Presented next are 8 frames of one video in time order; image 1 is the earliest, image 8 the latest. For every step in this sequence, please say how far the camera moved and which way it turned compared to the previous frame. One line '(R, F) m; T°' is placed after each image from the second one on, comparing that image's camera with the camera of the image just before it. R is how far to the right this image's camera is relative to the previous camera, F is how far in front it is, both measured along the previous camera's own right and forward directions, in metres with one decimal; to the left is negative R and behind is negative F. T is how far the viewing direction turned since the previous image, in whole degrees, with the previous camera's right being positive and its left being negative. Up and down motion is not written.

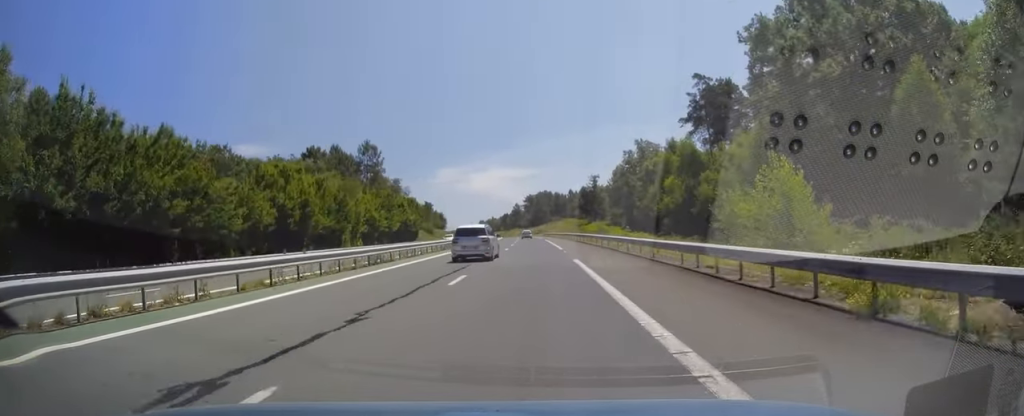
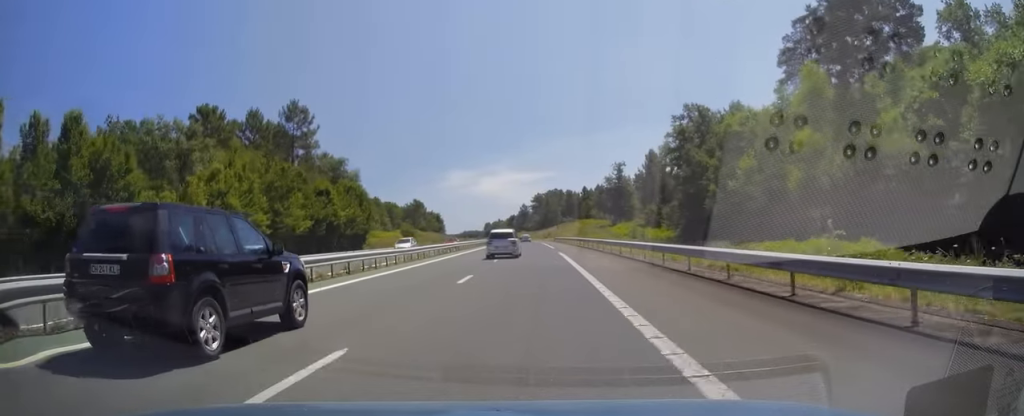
(-0.2, +36.9) m; -1°
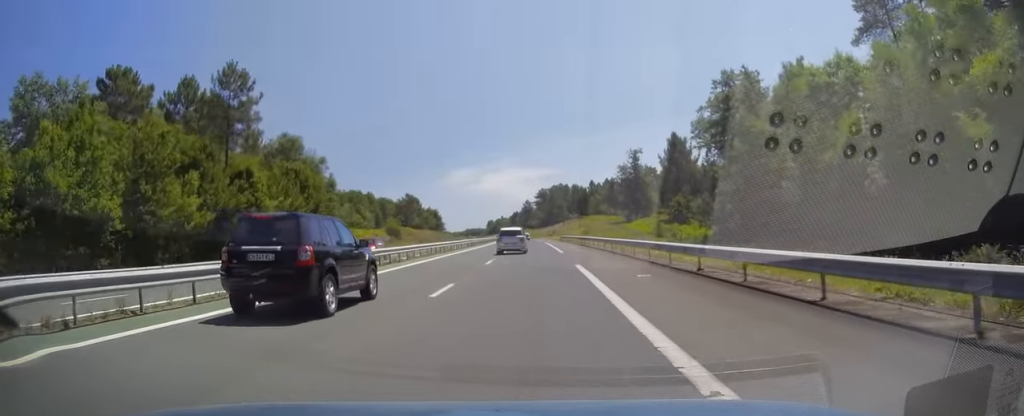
(-0.1, +17.2) m; -1°
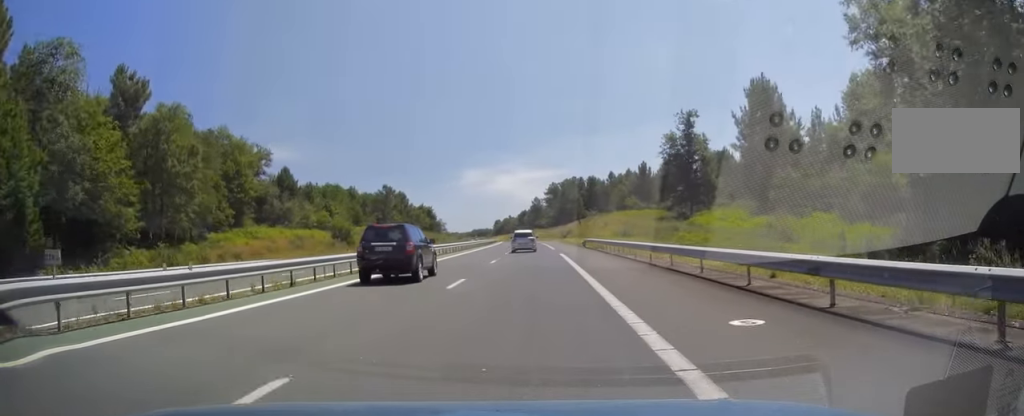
(-0.1, +36.5) m; 0°
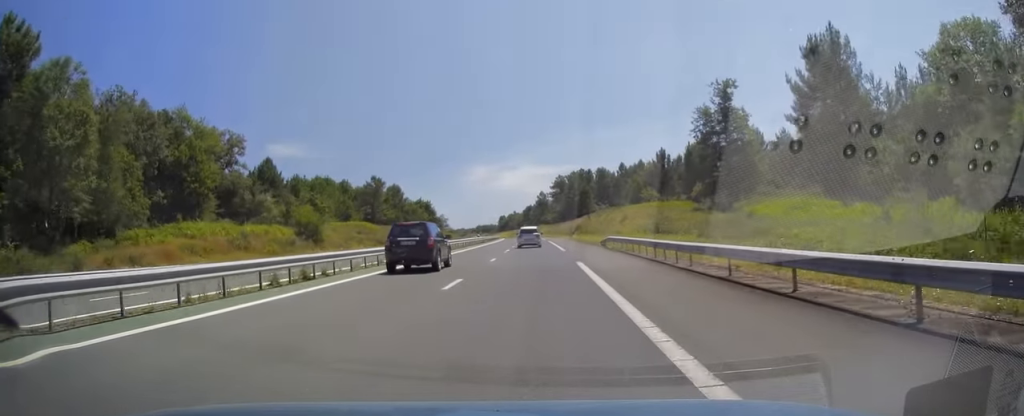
(+0.1, +14.3) m; 0°
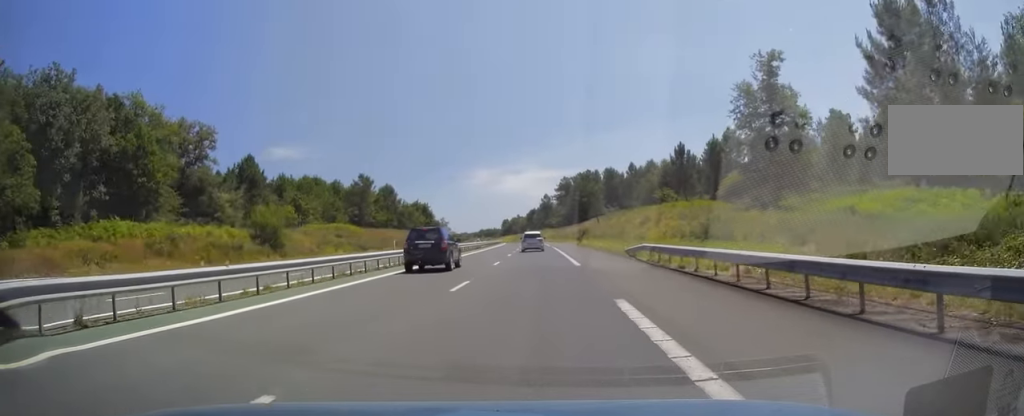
(0.0, +12.3) m; -1°
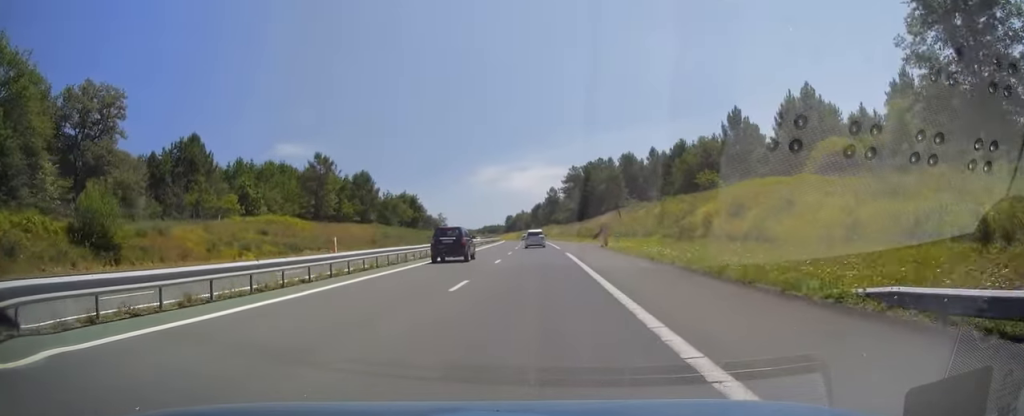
(-0.4, +26.7) m; -2°
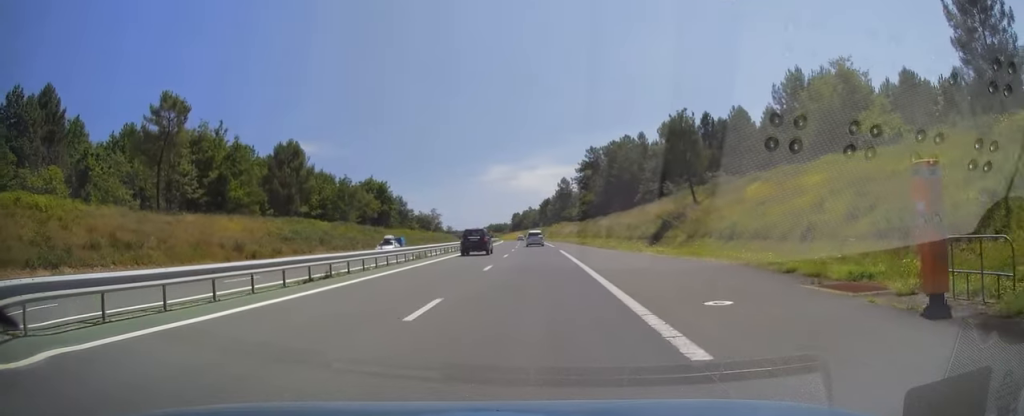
(-0.2, +43.9) m; 0°
